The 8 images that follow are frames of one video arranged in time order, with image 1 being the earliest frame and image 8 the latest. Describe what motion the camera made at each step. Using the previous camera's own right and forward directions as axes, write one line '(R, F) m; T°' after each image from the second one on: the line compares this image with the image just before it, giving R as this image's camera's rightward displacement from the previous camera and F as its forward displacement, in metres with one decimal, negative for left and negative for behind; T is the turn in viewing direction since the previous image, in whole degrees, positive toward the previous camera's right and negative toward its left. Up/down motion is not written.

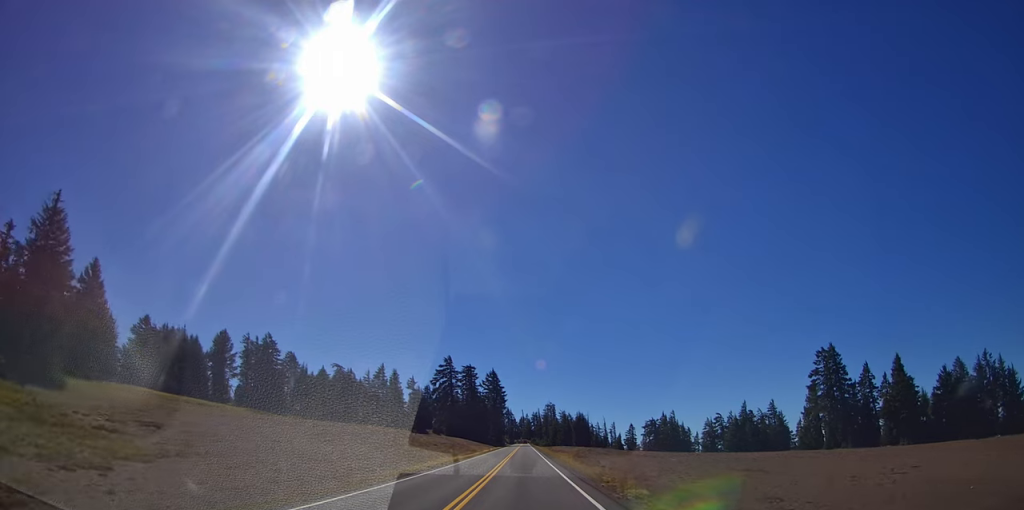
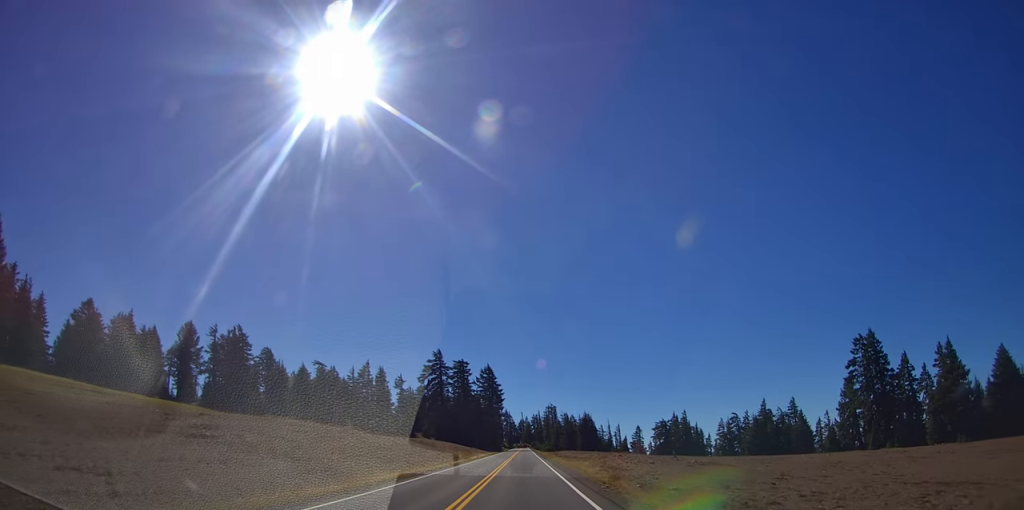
(0.0, +21.2) m; 0°
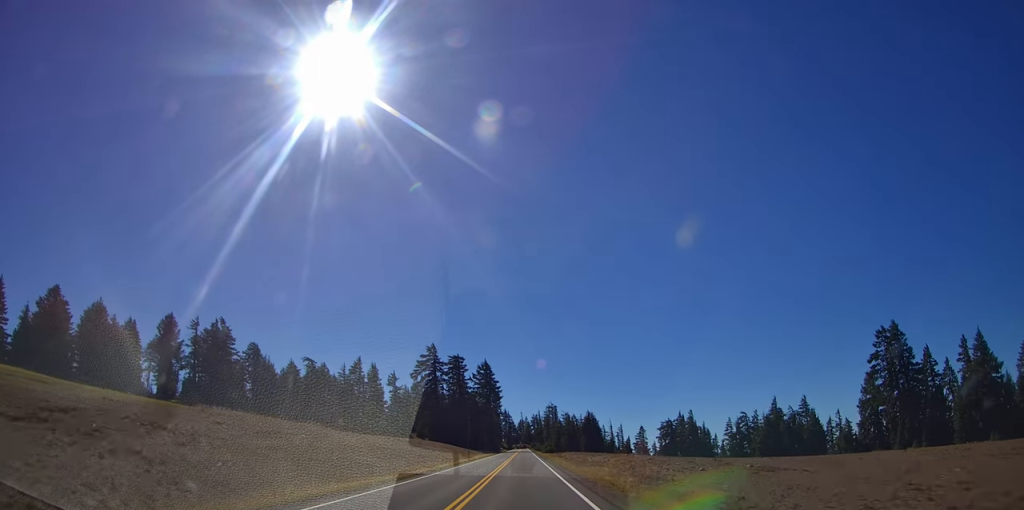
(+0.1, +10.6) m; 0°
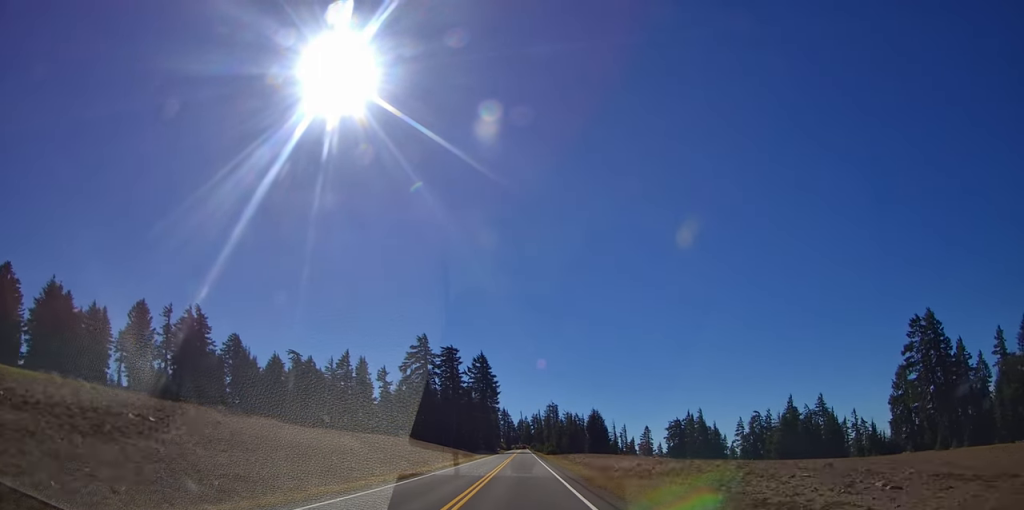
(0.0, +13.9) m; 0°
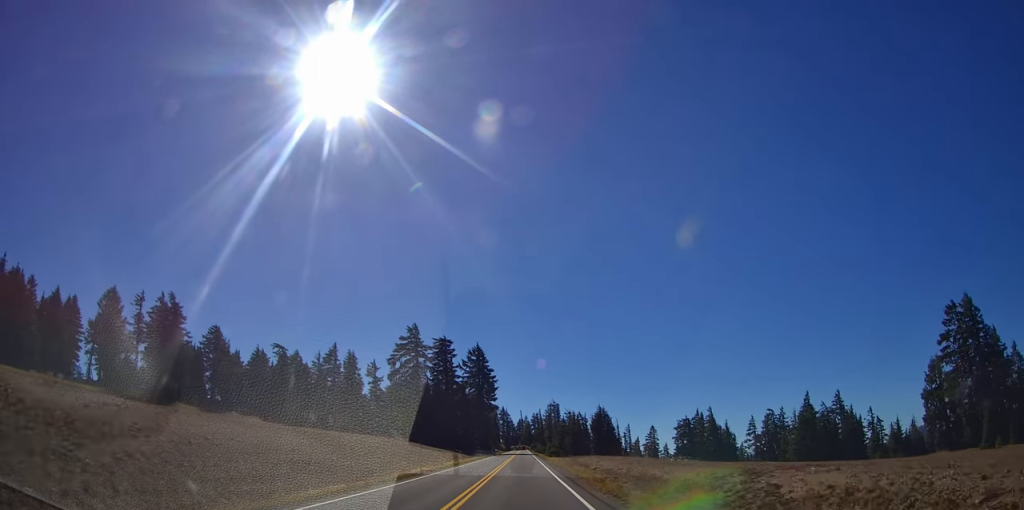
(0.0, +12.6) m; 0°
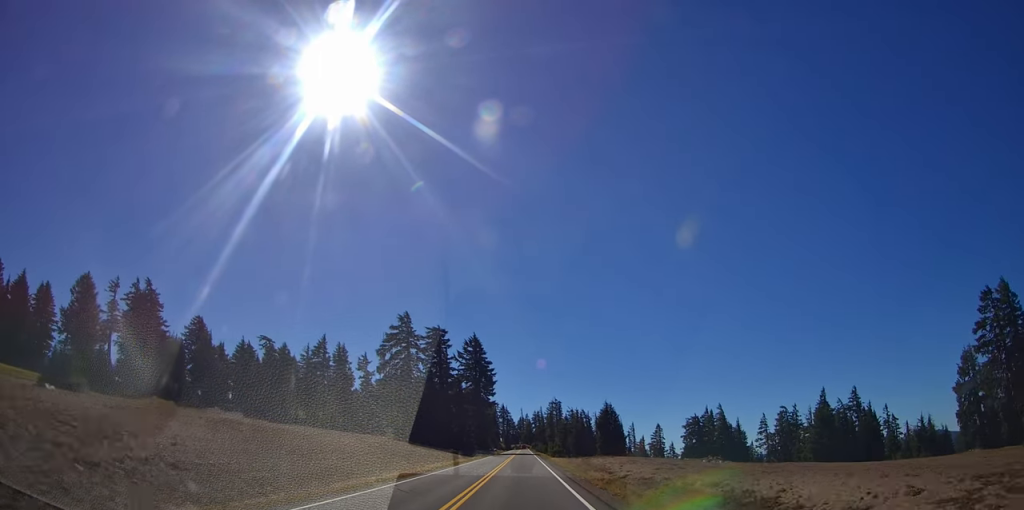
(0.0, +10.6) m; 0°
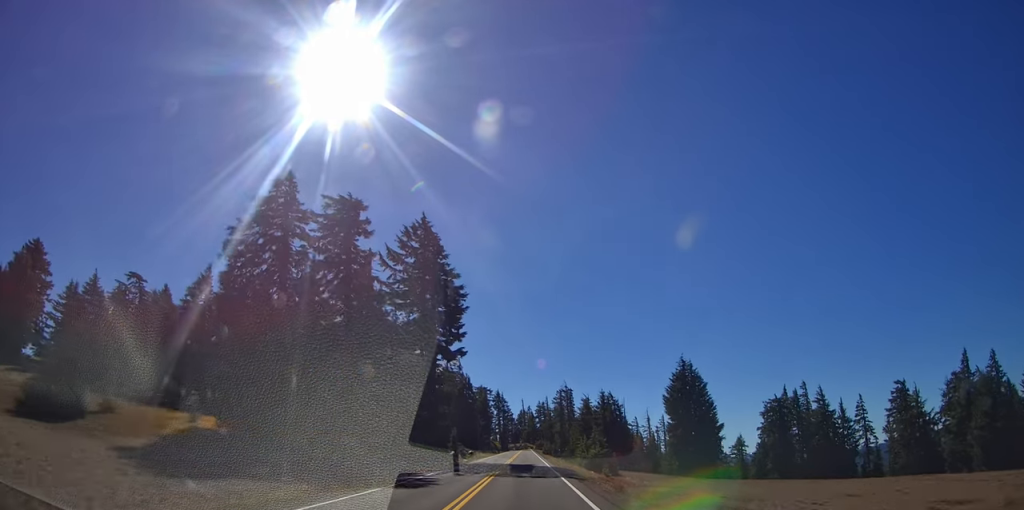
(-0.6, +64.5) m; -1°
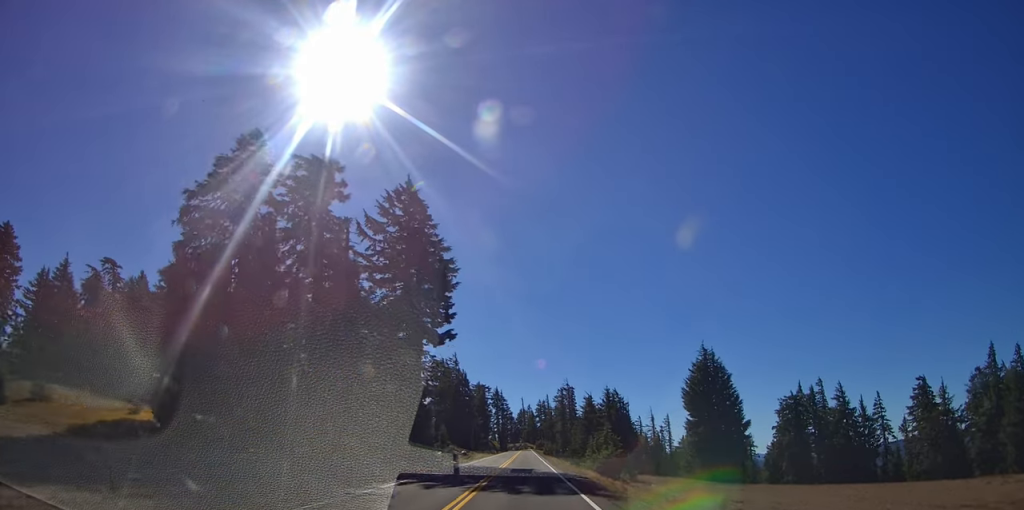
(+0.2, +8.6) m; 0°
